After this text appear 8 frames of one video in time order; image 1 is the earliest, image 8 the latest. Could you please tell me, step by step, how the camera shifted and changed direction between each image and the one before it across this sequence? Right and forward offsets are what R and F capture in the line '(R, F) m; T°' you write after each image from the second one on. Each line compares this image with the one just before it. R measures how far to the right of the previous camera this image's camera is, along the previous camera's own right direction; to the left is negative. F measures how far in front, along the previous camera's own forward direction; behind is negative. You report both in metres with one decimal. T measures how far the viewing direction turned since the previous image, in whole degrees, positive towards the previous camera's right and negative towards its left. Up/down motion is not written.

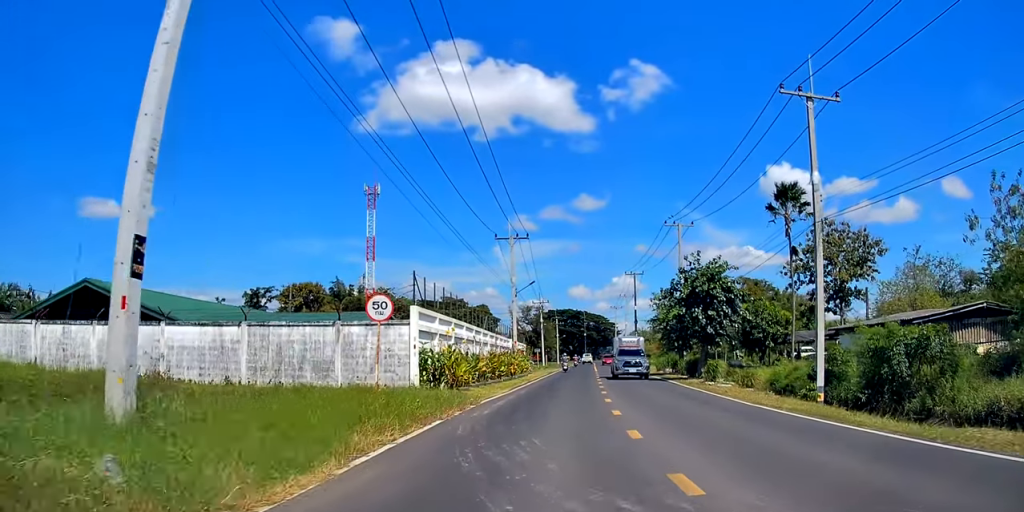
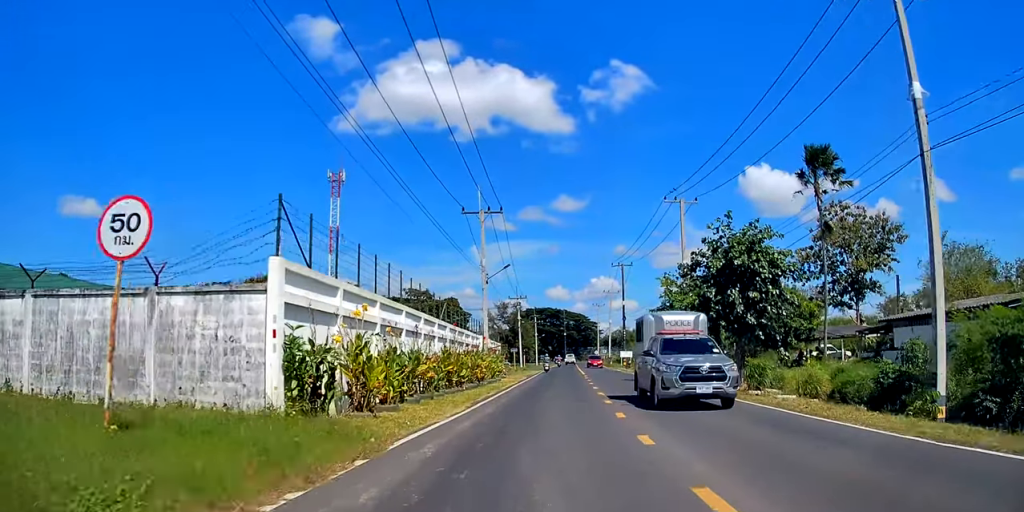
(0.0, +8.7) m; +2°
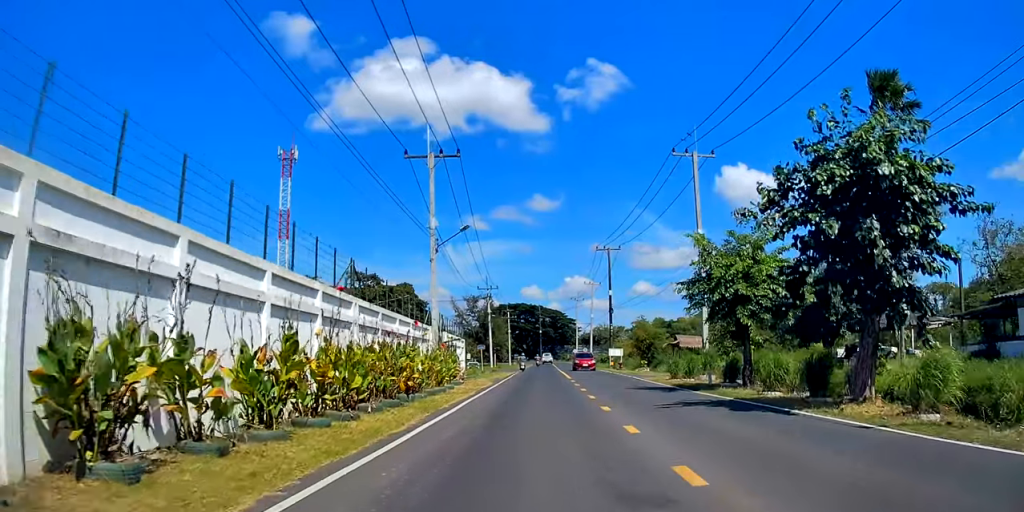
(+0.4, +11.3) m; +2°
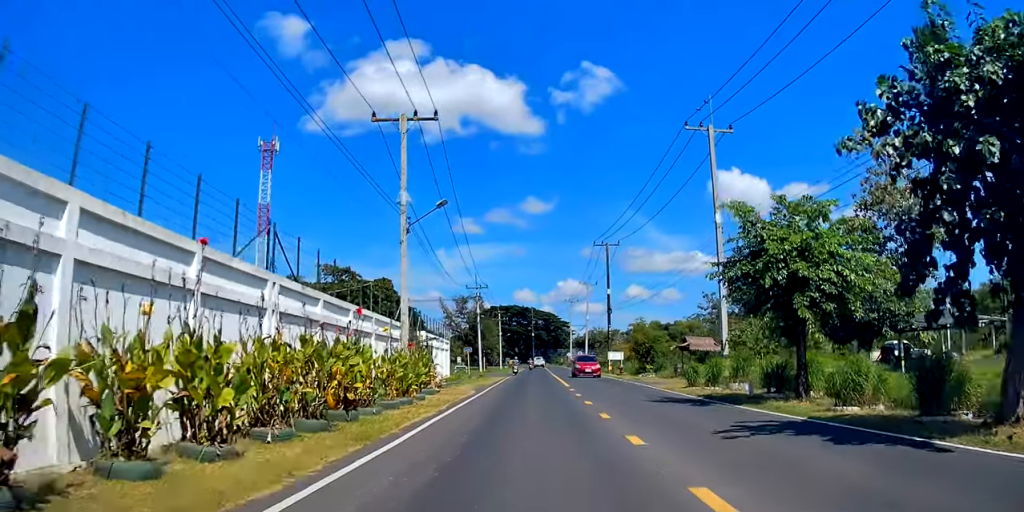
(0.0, +5.3) m; 0°
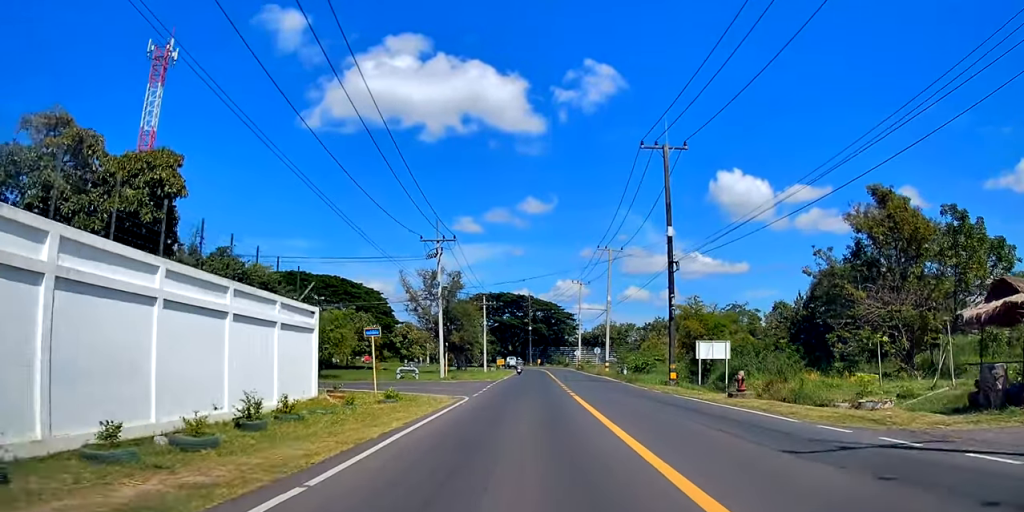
(+0.1, +29.4) m; 0°
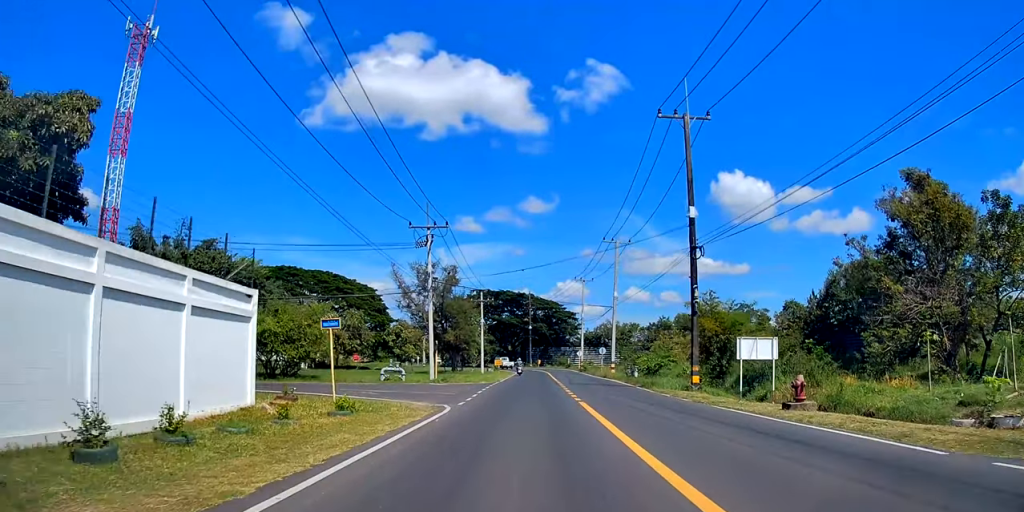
(0.0, +4.5) m; 0°
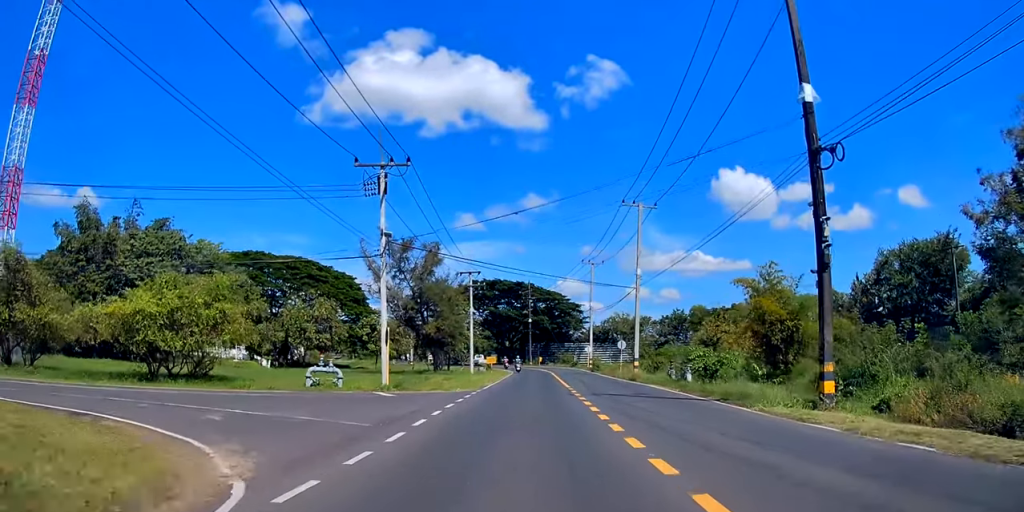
(+0.2, +12.7) m; +1°
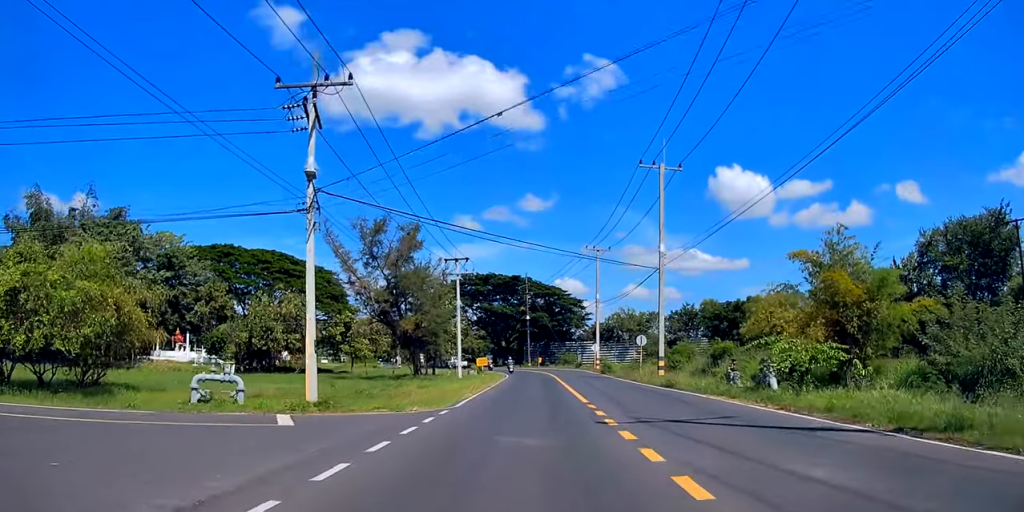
(0.0, +8.8) m; +1°
